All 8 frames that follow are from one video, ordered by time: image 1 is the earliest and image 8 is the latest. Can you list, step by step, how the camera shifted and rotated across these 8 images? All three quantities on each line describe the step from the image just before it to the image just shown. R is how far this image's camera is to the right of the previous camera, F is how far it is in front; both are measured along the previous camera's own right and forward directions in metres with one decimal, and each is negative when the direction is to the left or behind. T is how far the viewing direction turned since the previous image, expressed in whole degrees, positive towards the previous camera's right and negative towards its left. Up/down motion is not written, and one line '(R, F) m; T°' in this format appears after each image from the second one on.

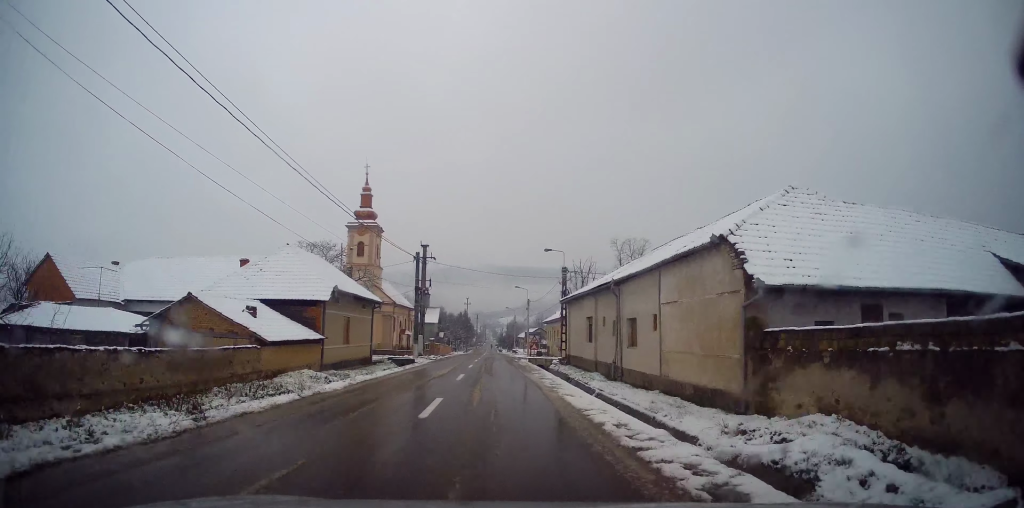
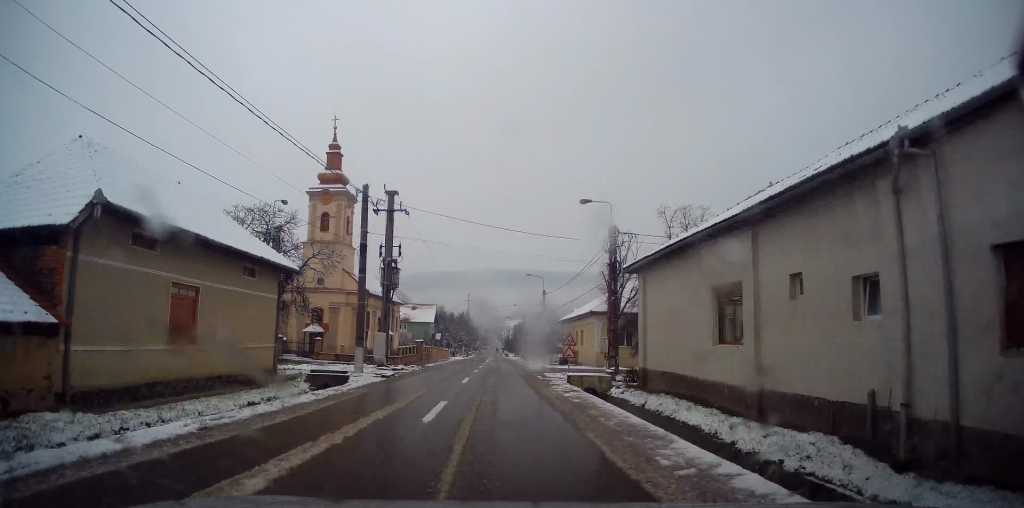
(+0.4, +17.4) m; 0°
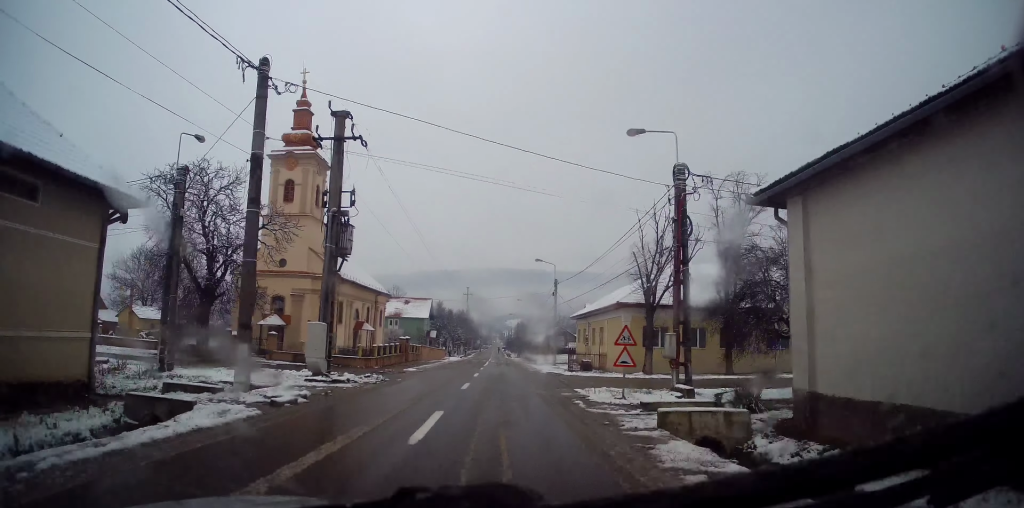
(-0.2, +10.7) m; 0°
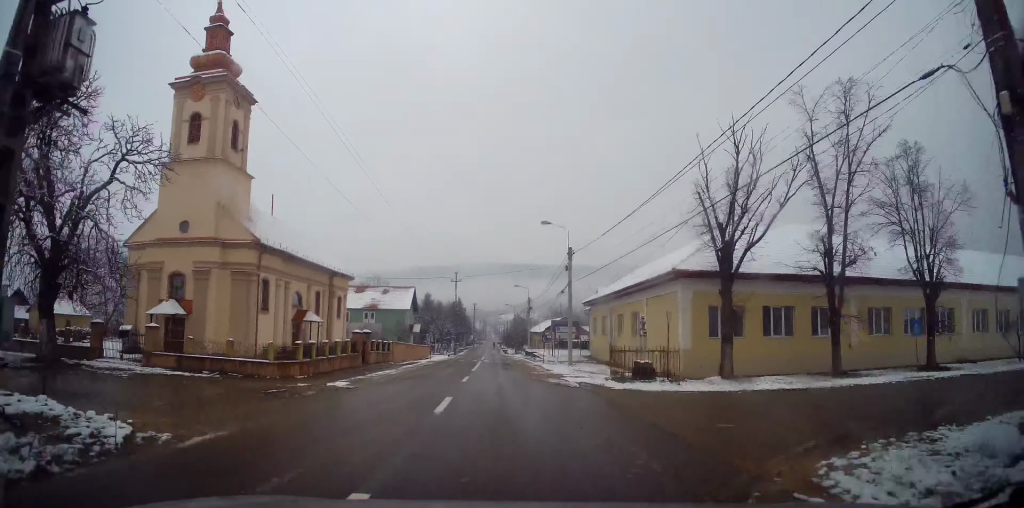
(-0.1, +14.8) m; 0°
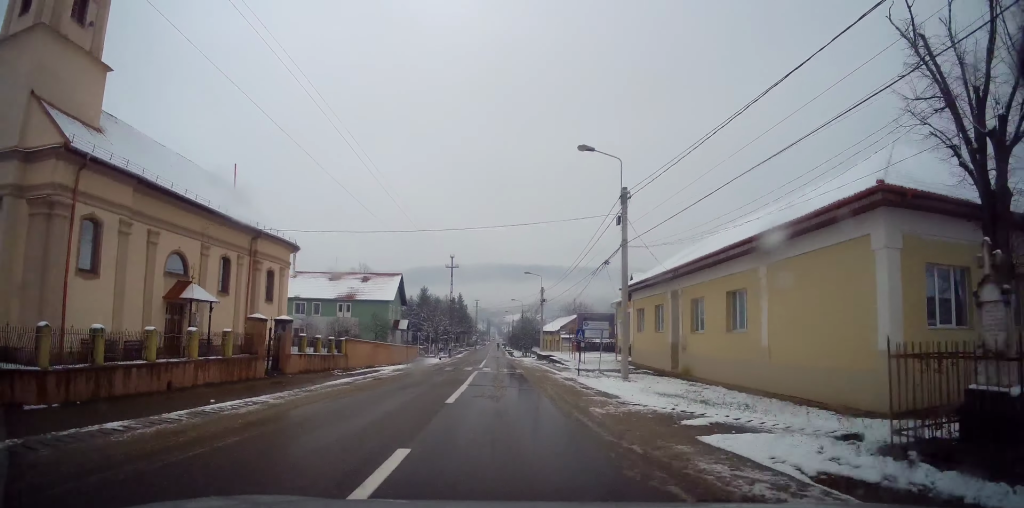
(+0.1, +15.8) m; 0°
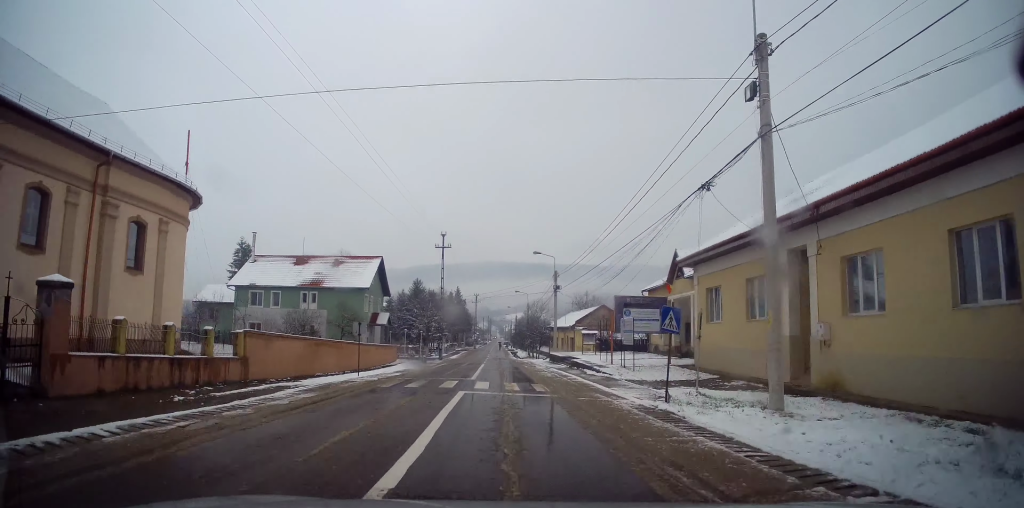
(0.0, +12.9) m; 0°
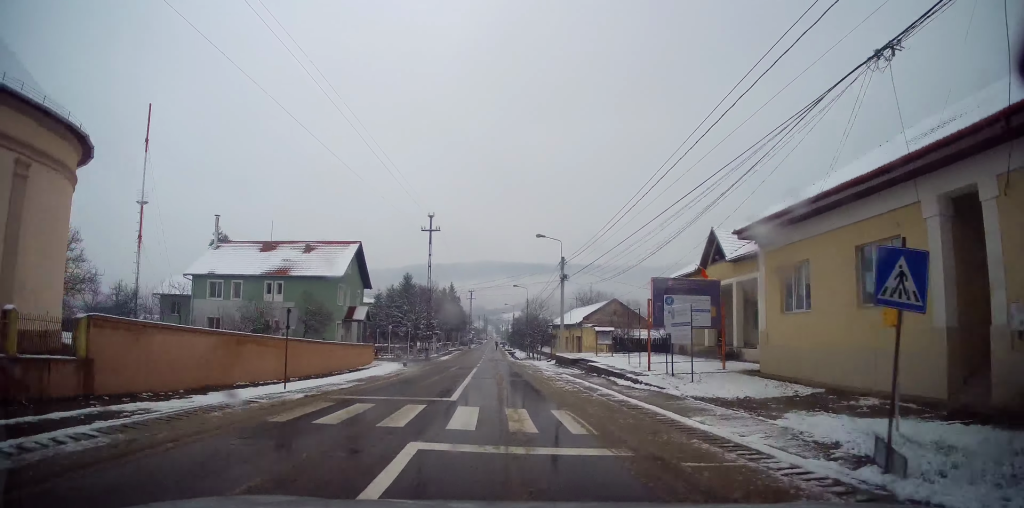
(0.0, +7.7) m; 0°
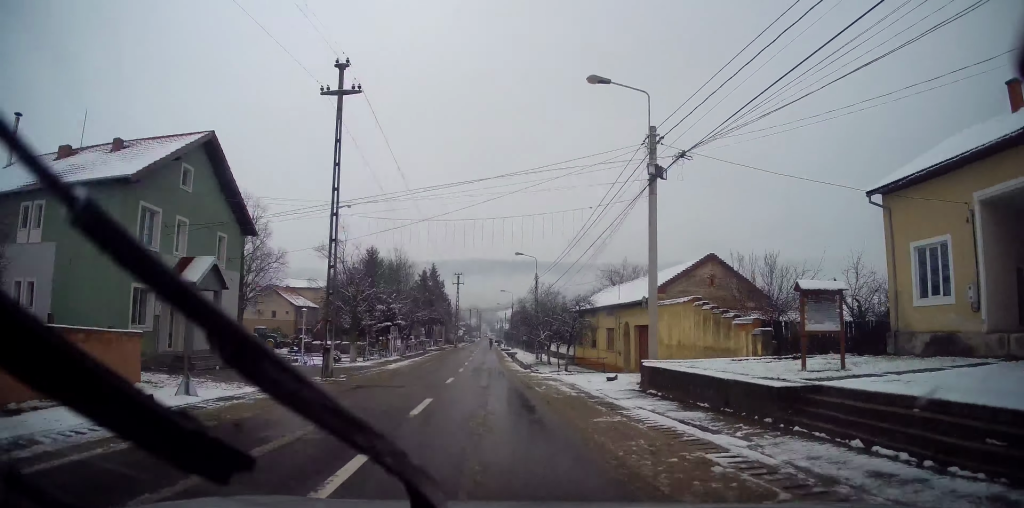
(0.0, +25.9) m; -1°
